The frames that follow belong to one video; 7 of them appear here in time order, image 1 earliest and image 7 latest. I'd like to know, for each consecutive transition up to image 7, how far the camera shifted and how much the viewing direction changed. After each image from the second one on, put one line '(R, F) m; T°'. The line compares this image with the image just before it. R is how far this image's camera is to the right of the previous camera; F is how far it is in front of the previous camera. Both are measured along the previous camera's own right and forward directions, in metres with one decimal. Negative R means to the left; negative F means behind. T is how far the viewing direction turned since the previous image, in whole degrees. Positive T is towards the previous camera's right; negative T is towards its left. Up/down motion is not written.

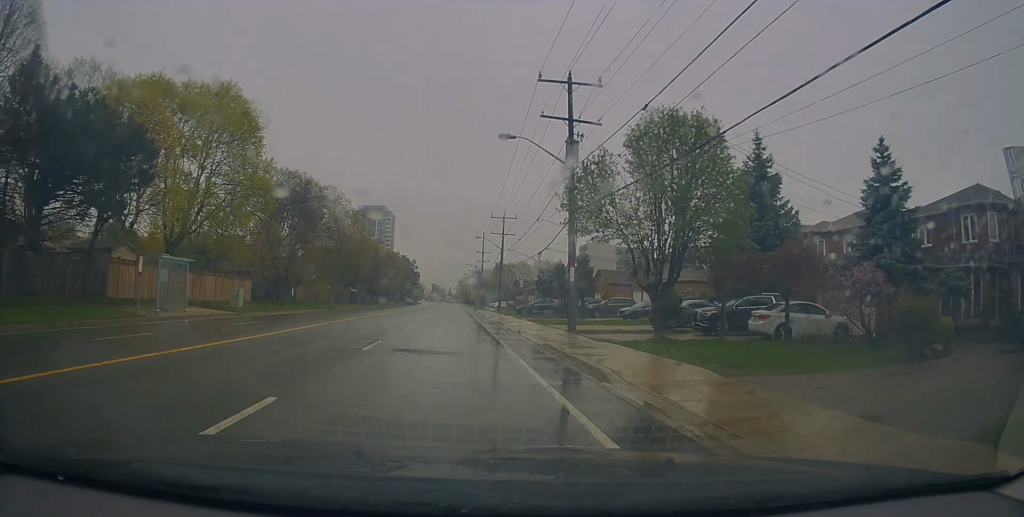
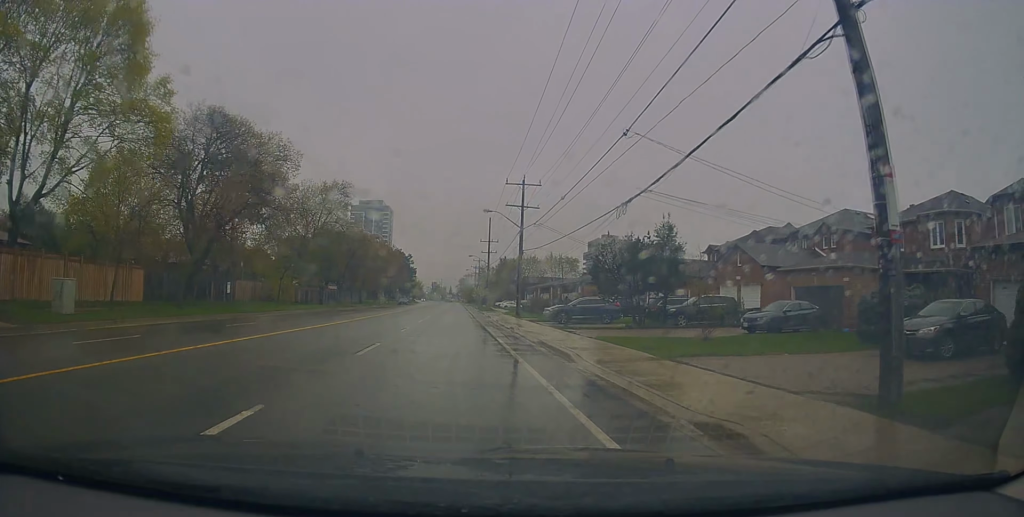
(0.0, +19.4) m; -1°
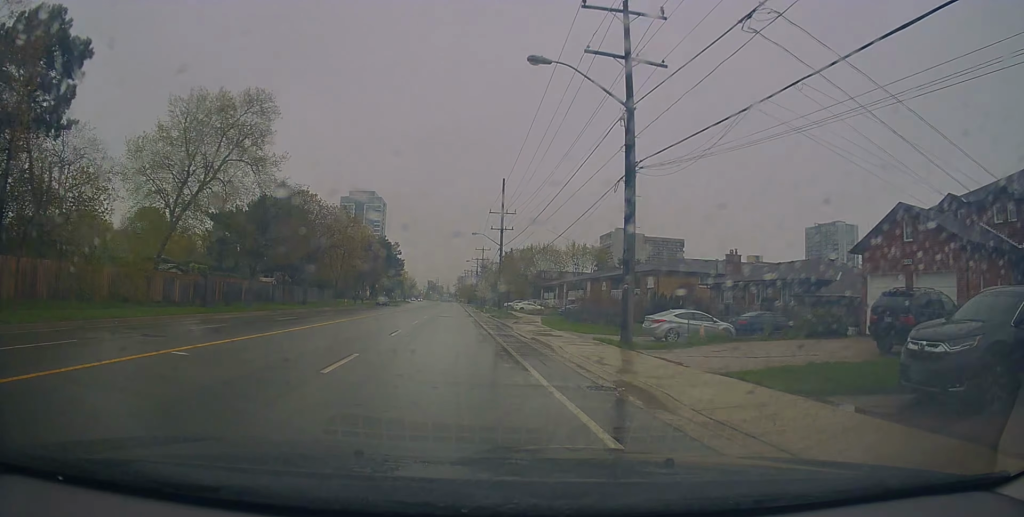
(+0.5, +30.1) m; +2°
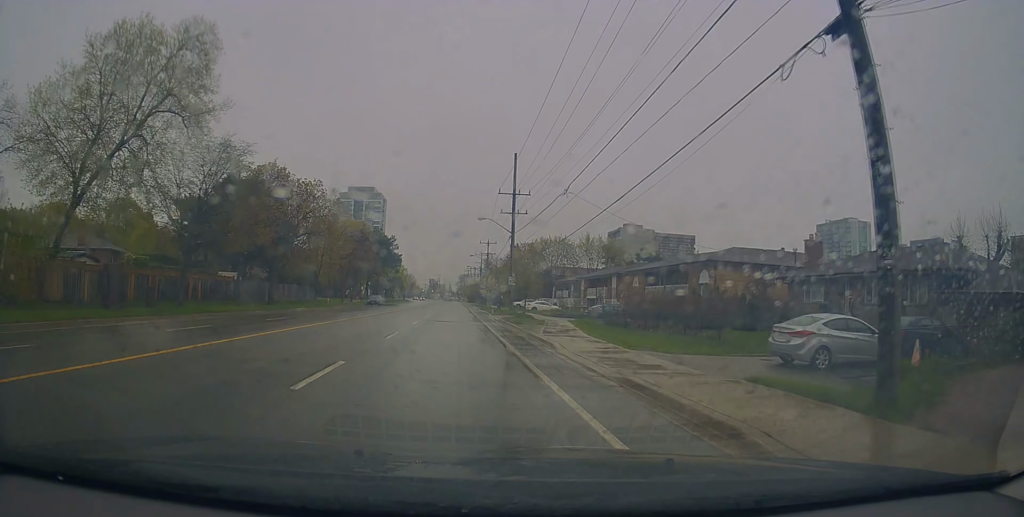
(0.0, +11.0) m; -1°
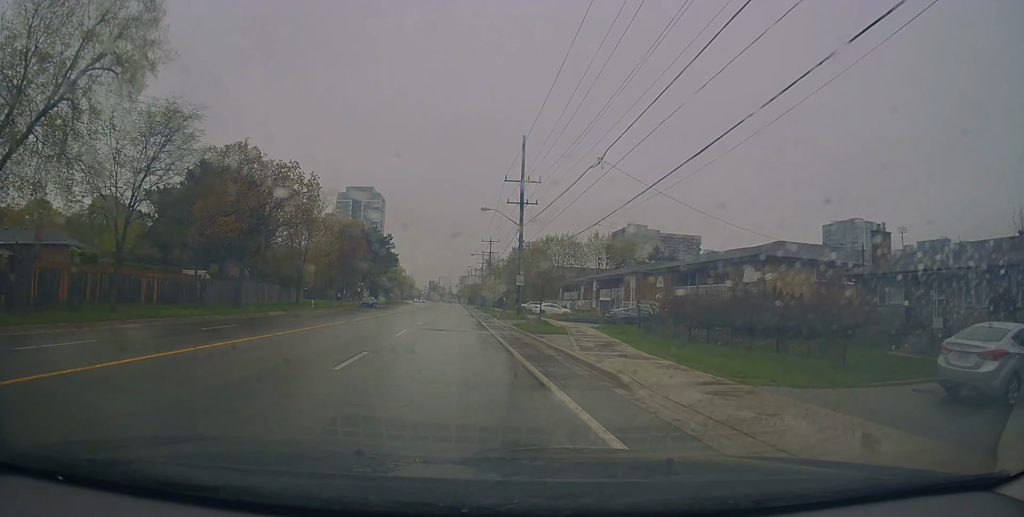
(0.0, +6.1) m; -1°
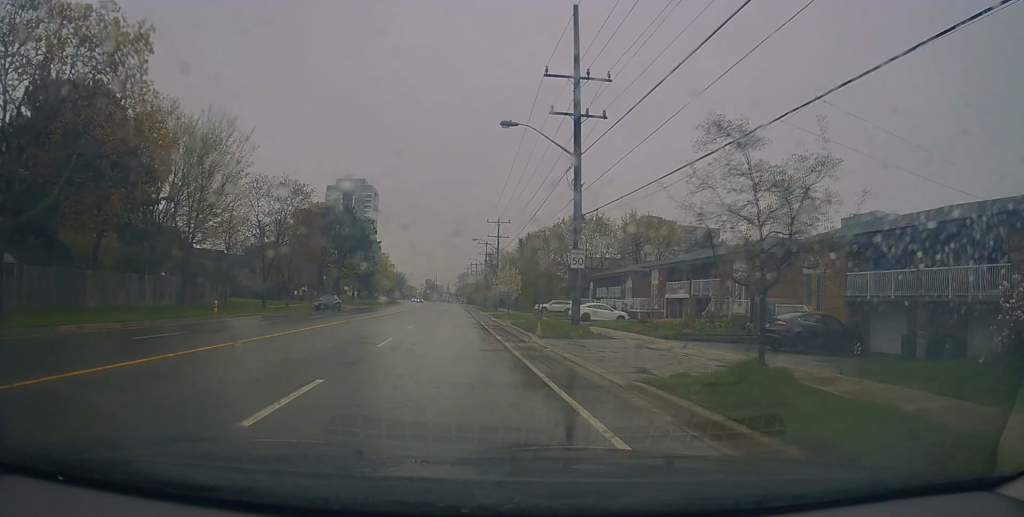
(-0.5, +22.1) m; +1°
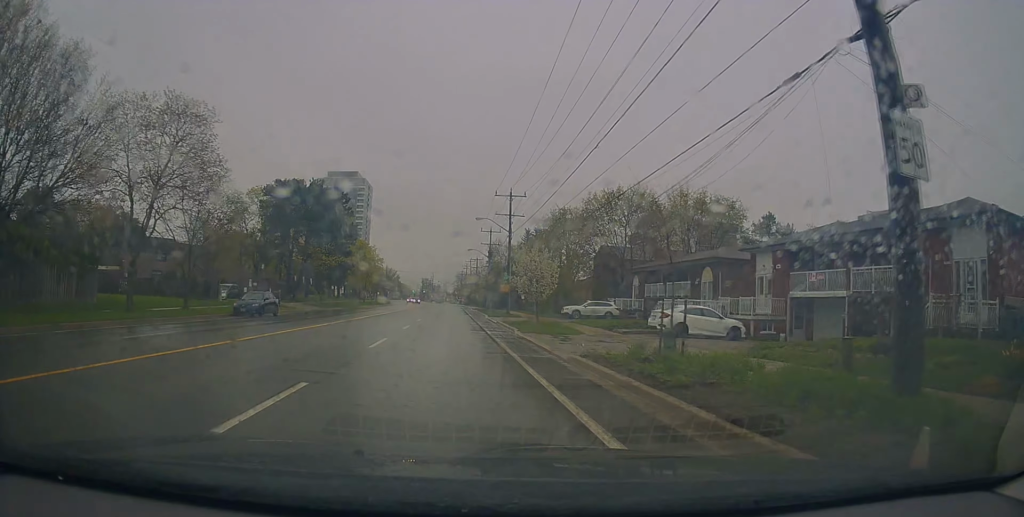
(+0.9, +18.3) m; +2°
